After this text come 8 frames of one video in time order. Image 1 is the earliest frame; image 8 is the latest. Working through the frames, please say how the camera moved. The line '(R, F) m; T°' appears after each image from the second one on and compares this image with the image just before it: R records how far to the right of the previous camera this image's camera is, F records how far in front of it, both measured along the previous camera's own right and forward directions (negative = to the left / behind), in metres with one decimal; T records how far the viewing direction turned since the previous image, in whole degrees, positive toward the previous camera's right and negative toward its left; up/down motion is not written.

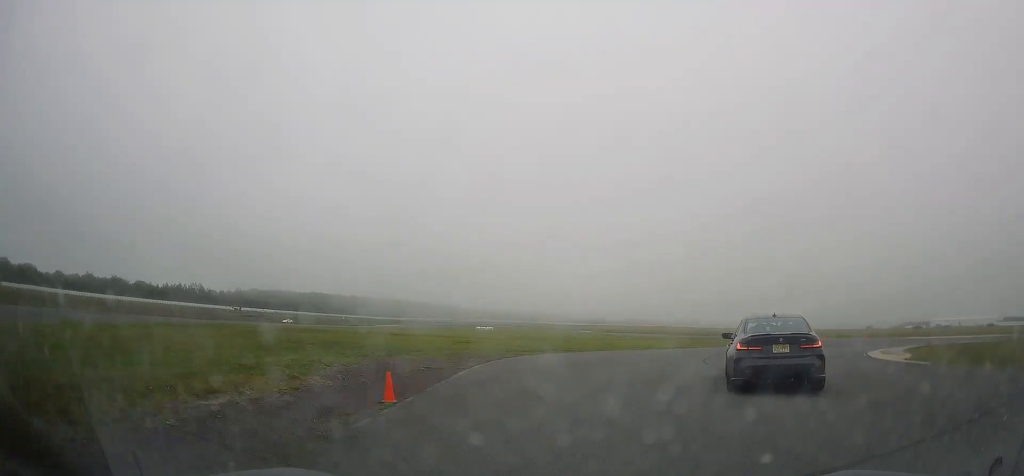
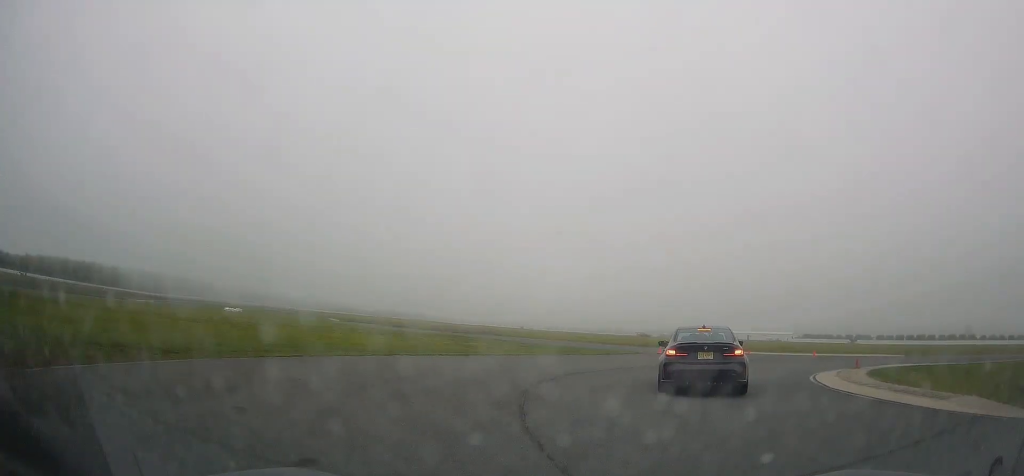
(+2.3, +15.8) m; +21°
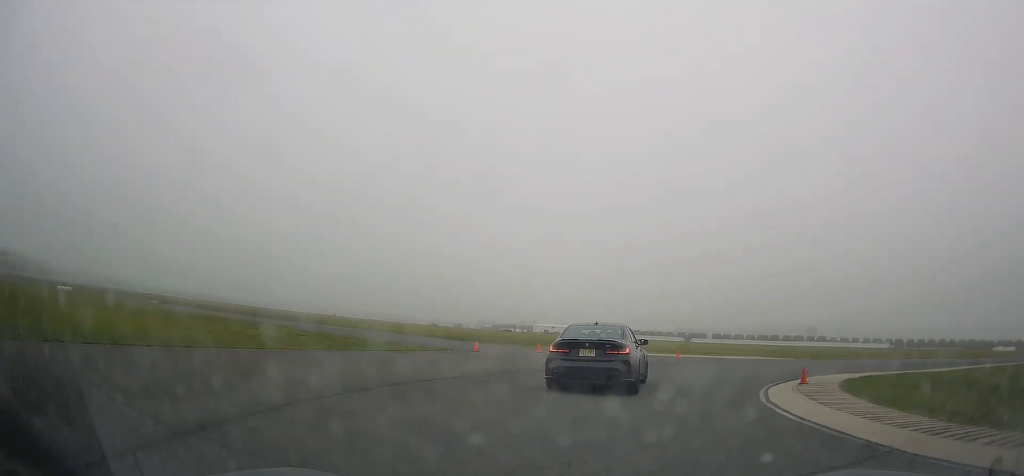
(+2.3, +9.7) m; +17°
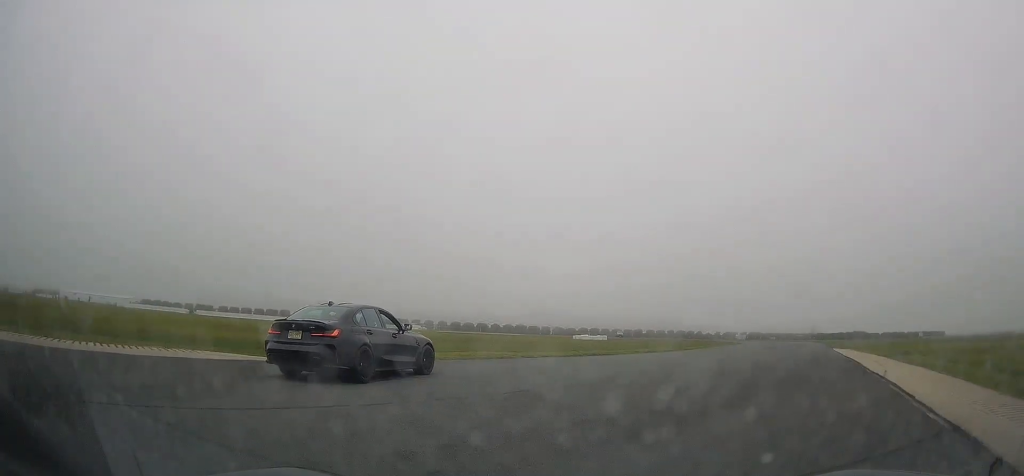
(+9.5, +22.7) m; +45°
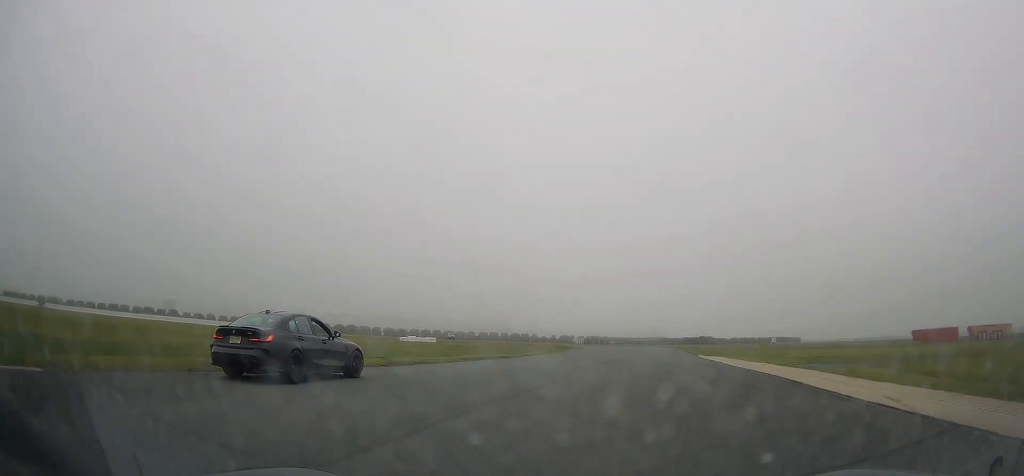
(+1.2, +8.8) m; +15°
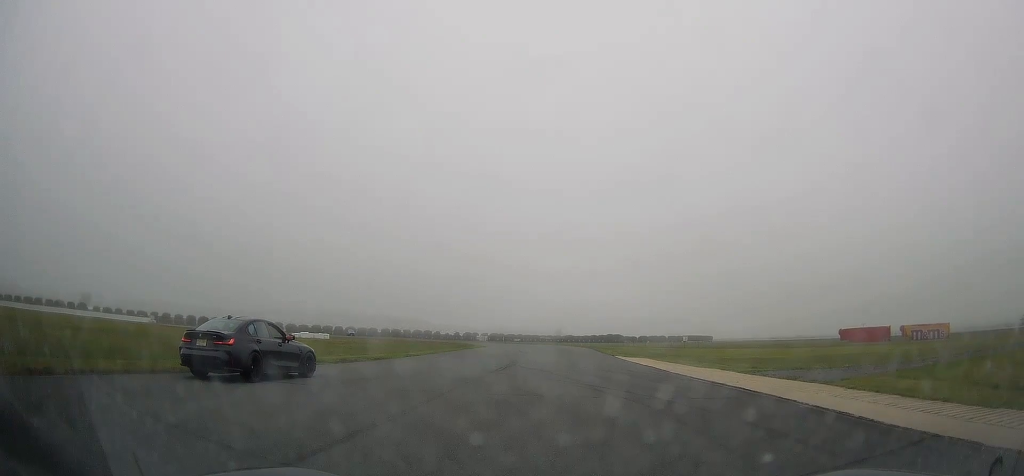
(+1.2, +7.9) m; +8°
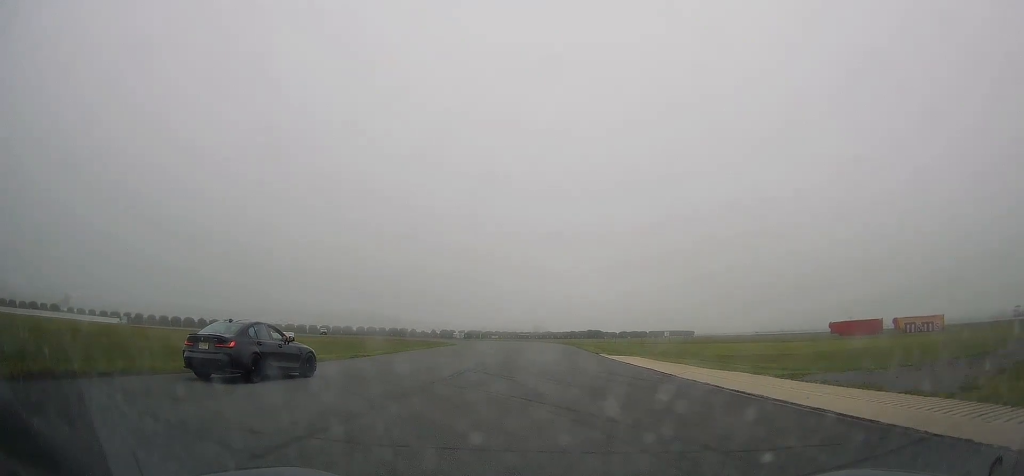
(+0.2, +6.3) m; +3°
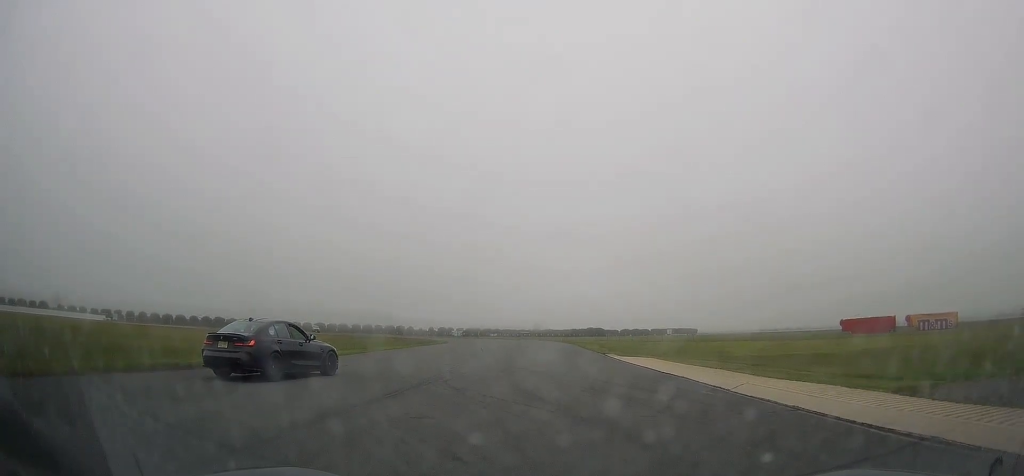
(0.0, +6.1) m; +1°
